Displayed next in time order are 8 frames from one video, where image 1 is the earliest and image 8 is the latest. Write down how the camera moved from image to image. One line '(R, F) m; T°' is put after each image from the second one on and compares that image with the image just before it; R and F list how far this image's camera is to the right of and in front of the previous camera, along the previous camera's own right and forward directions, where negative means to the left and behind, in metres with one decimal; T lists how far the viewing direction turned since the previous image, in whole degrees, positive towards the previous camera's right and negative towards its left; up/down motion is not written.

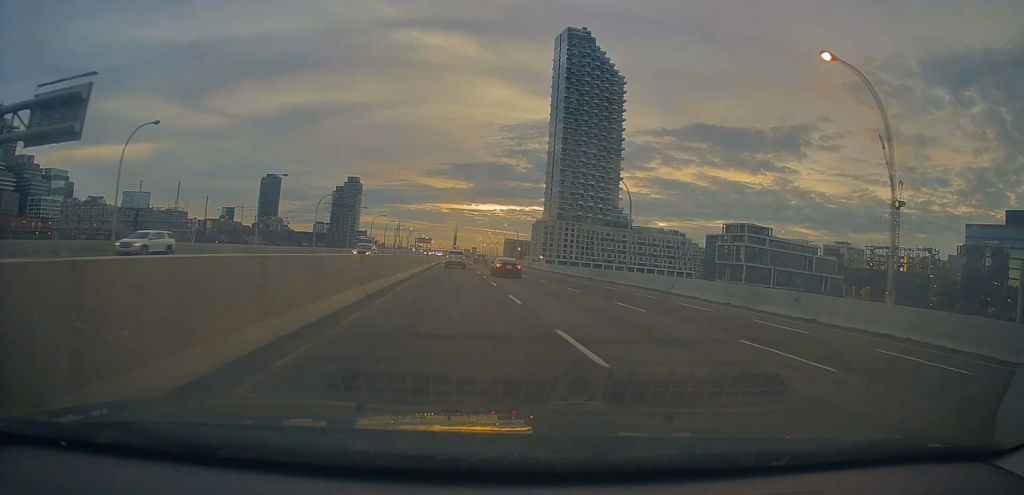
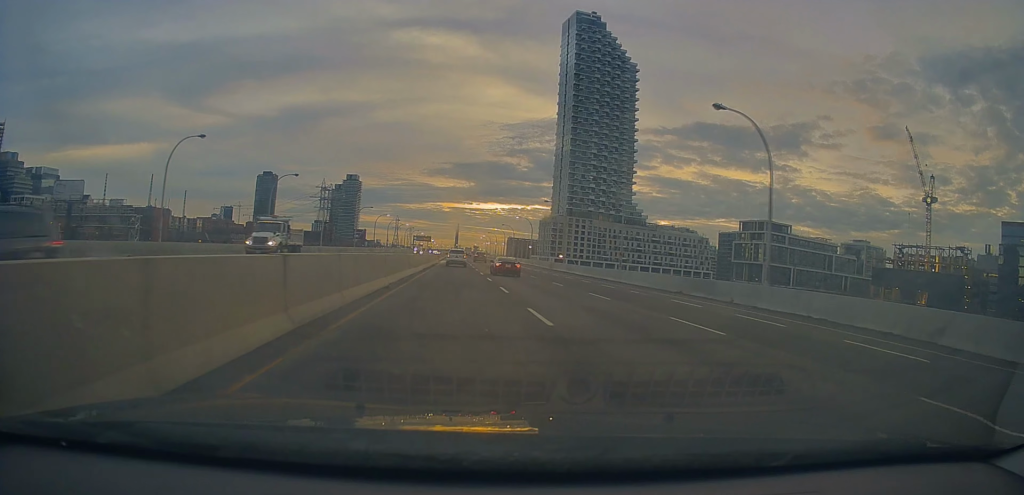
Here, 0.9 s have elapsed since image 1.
(-0.1, +22.8) m; +1°
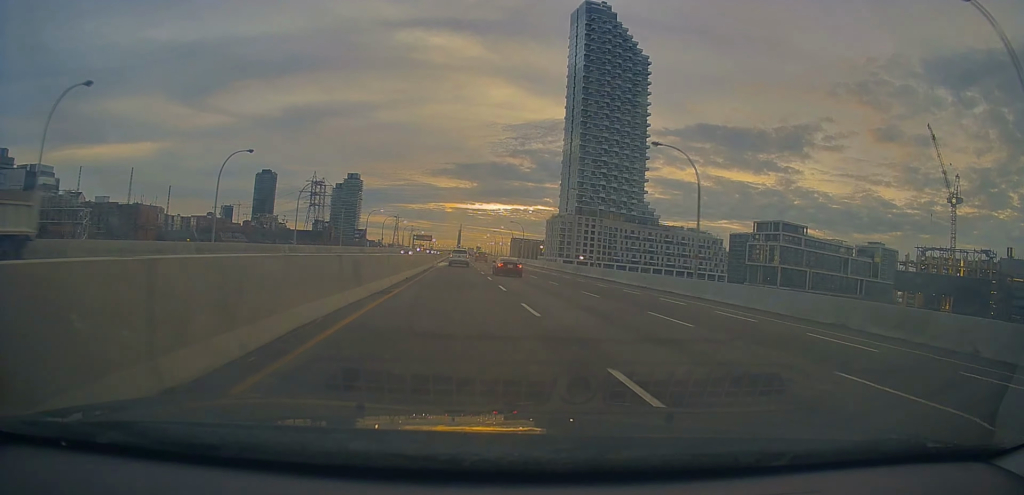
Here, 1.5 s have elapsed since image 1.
(+0.5, +15.8) m; +1°
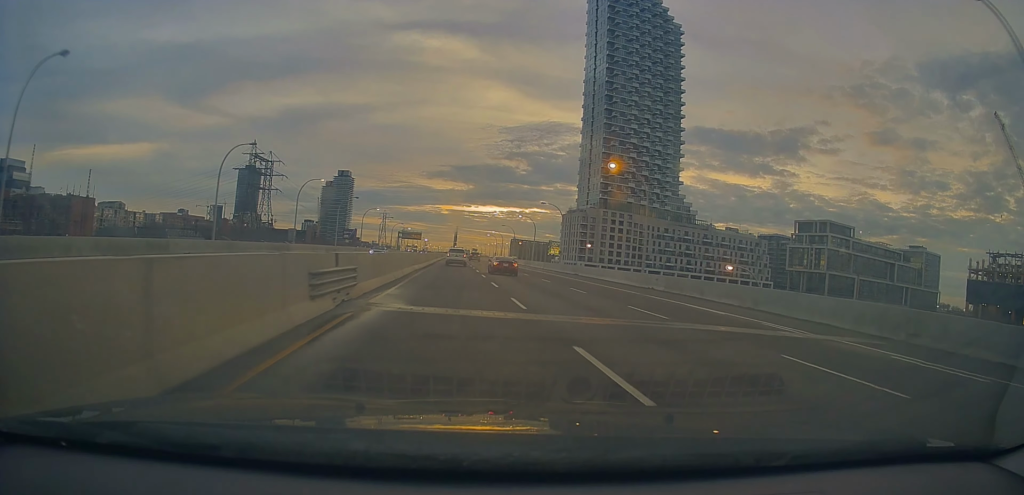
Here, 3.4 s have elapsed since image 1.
(-0.6, +51.7) m; -1°
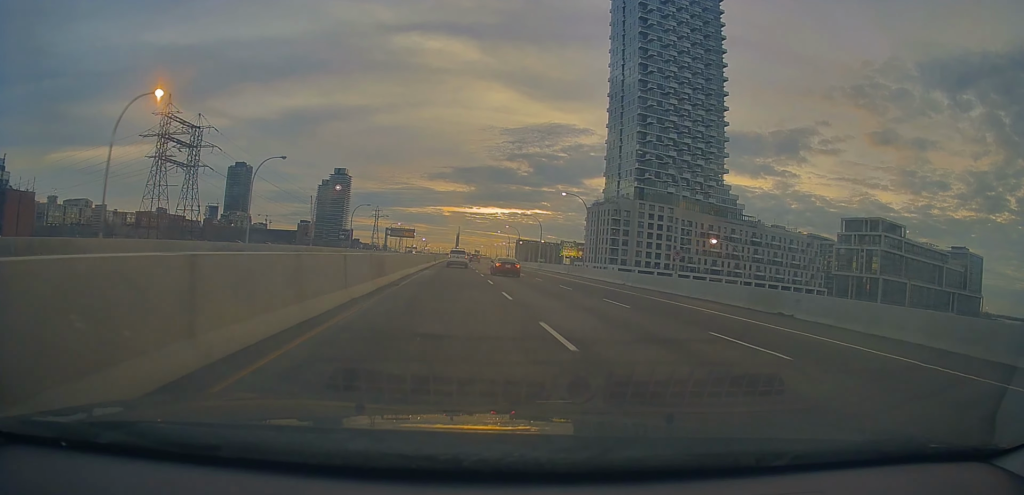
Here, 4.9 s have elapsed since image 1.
(+0.5, +41.5) m; +1°
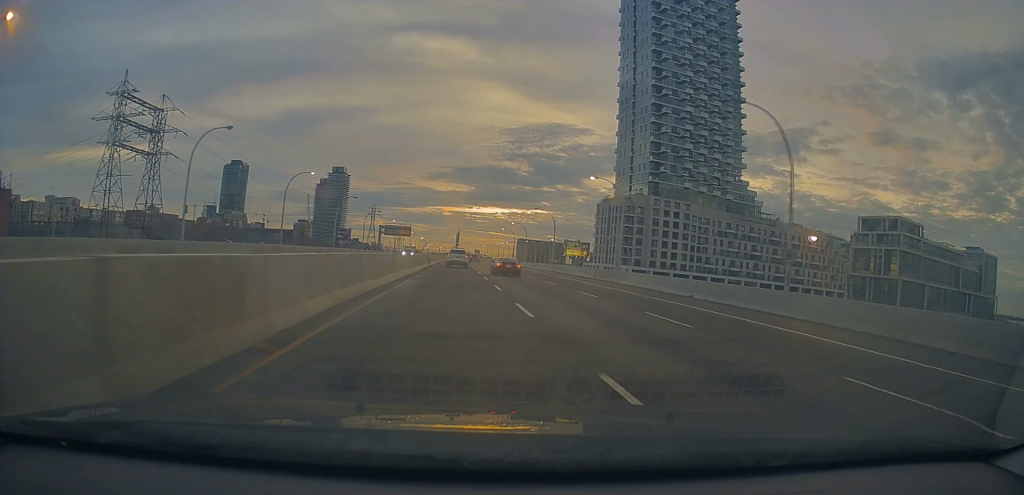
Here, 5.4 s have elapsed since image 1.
(+0.3, +13.6) m; 0°
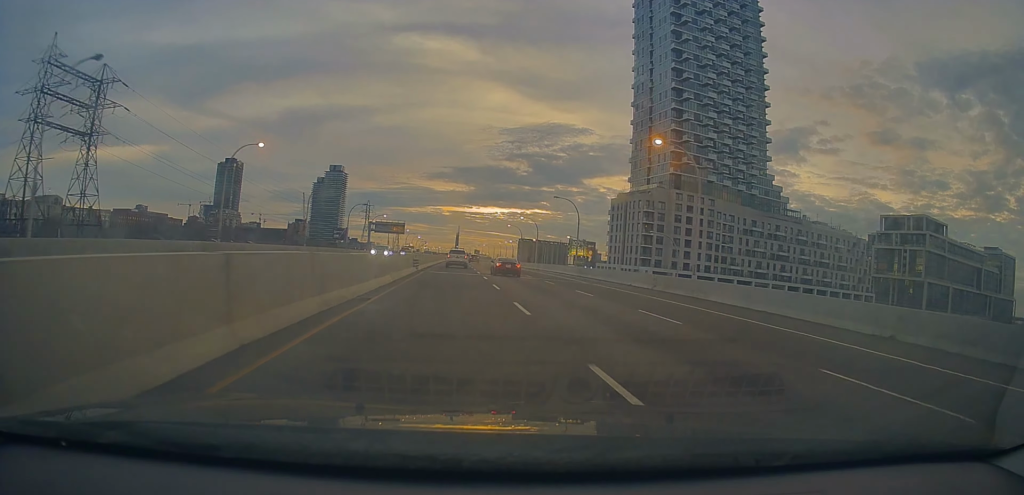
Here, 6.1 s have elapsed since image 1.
(-0.2, +17.4) m; -1°
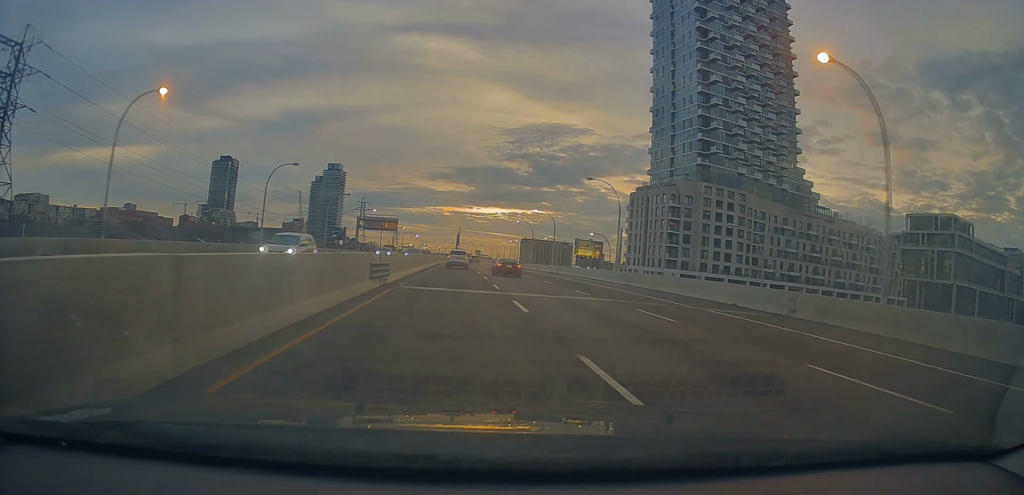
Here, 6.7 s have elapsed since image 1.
(-0.1, +17.4) m; -1°
